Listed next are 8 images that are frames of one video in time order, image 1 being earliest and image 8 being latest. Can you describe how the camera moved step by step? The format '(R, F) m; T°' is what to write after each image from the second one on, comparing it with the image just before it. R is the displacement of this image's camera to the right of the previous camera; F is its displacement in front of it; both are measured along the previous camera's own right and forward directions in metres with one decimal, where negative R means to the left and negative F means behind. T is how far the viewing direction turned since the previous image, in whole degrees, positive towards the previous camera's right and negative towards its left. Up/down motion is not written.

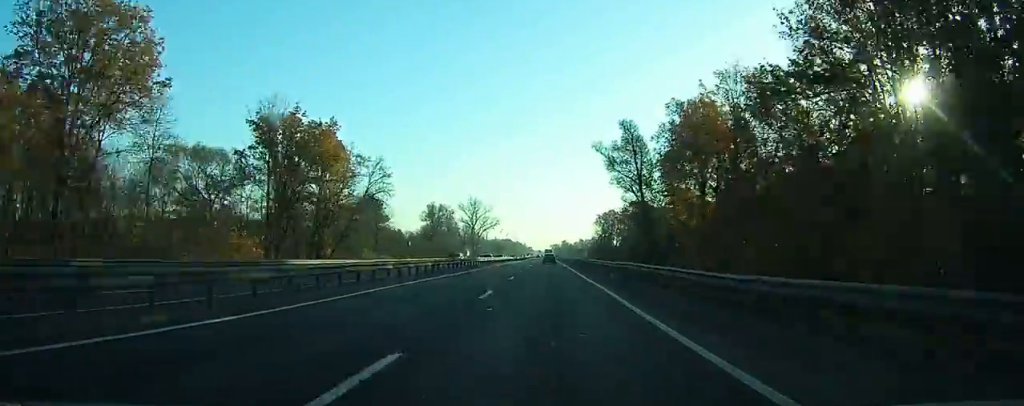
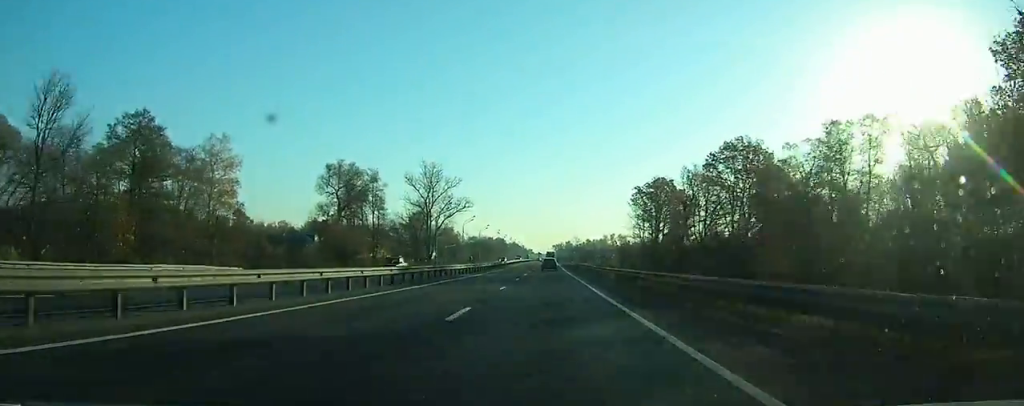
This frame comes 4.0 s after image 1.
(-0.2, +89.0) m; 0°
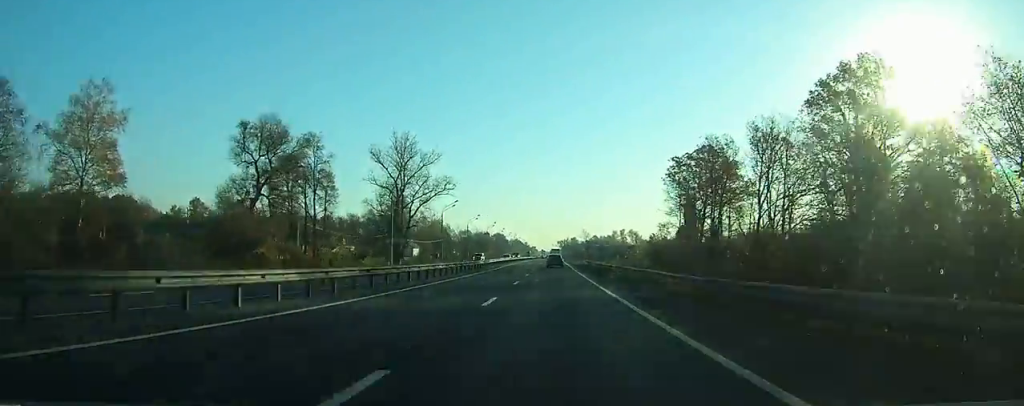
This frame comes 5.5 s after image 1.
(0.0, +32.4) m; 0°
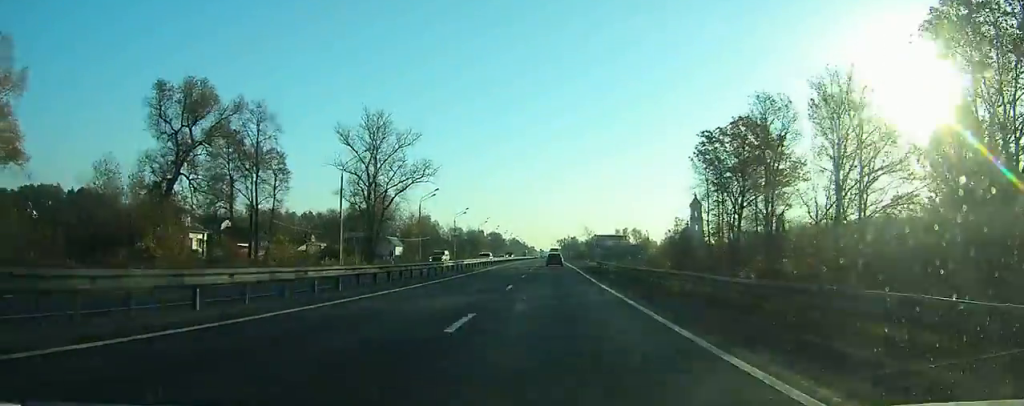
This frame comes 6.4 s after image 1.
(0.0, +18.0) m; 0°
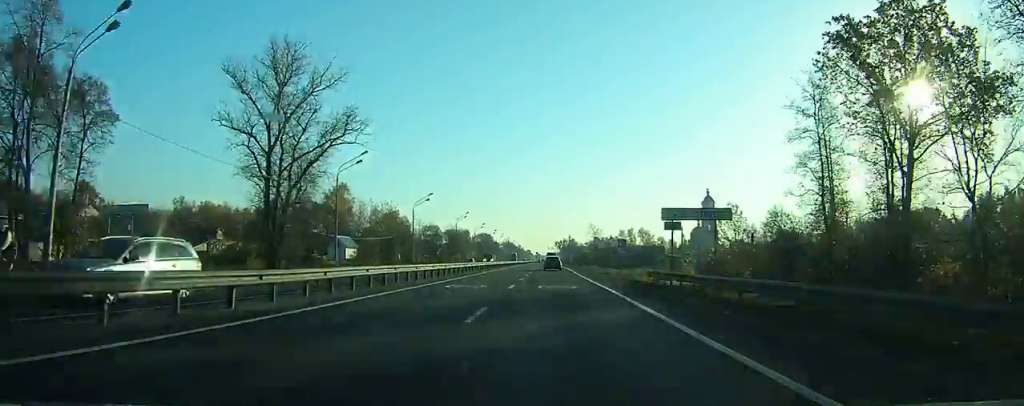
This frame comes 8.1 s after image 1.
(+0.2, +35.1) m; 0°
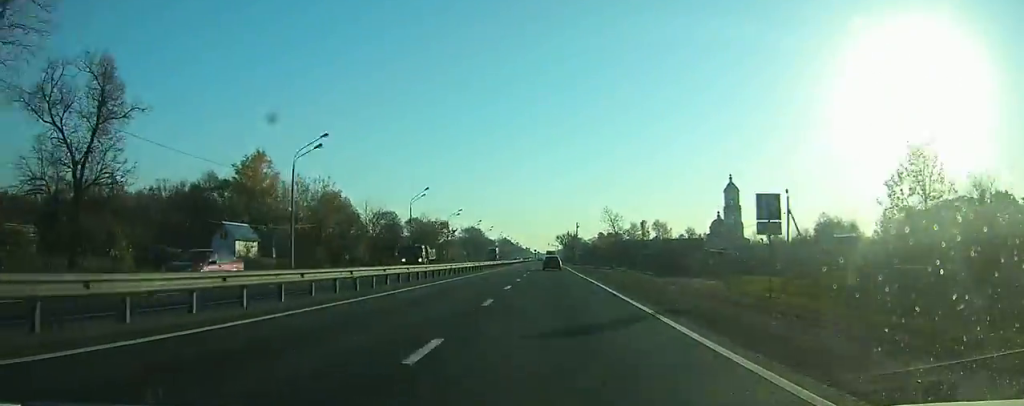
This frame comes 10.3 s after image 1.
(+0.1, +41.5) m; 0°
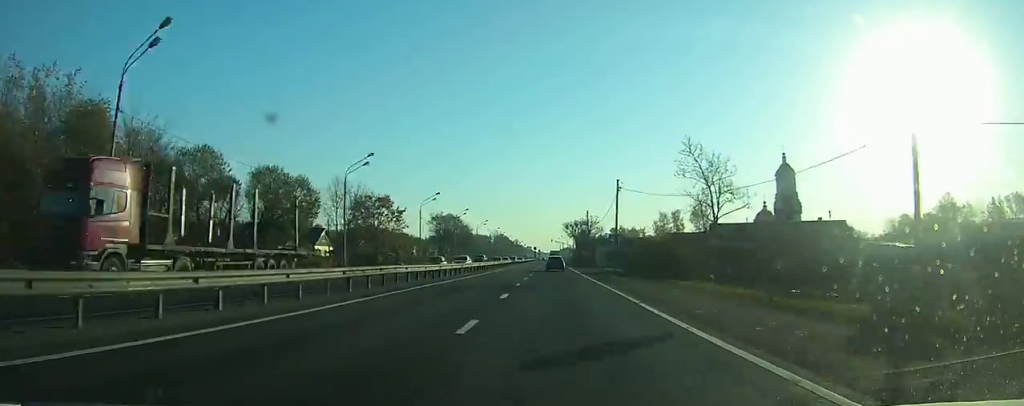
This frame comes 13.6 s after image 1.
(-0.1, +61.6) m; 0°
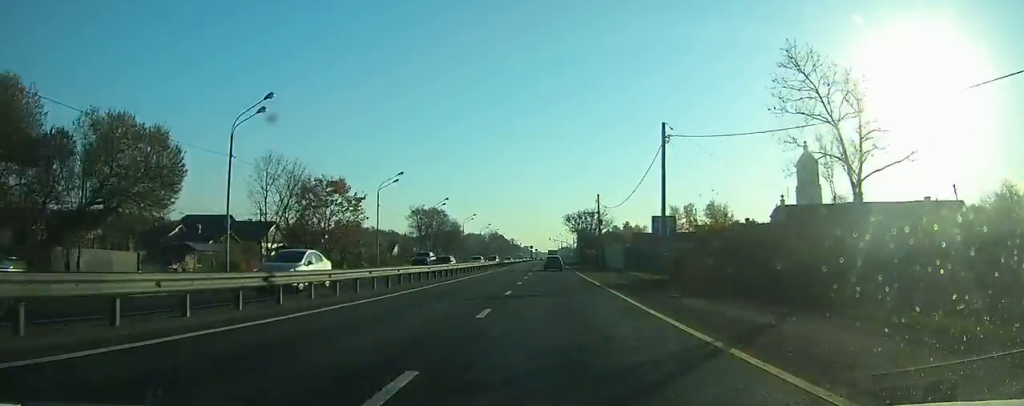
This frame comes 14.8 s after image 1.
(0.0, +21.4) m; 0°
